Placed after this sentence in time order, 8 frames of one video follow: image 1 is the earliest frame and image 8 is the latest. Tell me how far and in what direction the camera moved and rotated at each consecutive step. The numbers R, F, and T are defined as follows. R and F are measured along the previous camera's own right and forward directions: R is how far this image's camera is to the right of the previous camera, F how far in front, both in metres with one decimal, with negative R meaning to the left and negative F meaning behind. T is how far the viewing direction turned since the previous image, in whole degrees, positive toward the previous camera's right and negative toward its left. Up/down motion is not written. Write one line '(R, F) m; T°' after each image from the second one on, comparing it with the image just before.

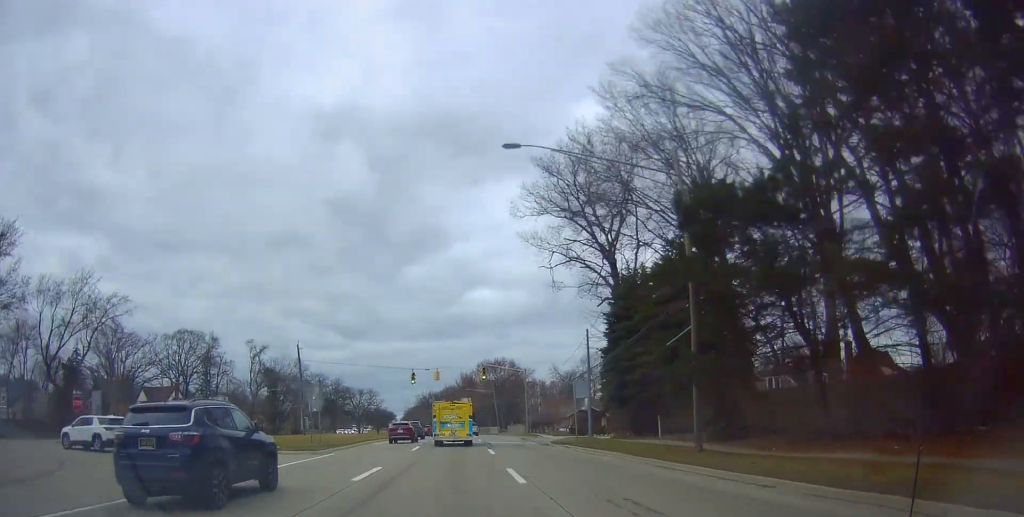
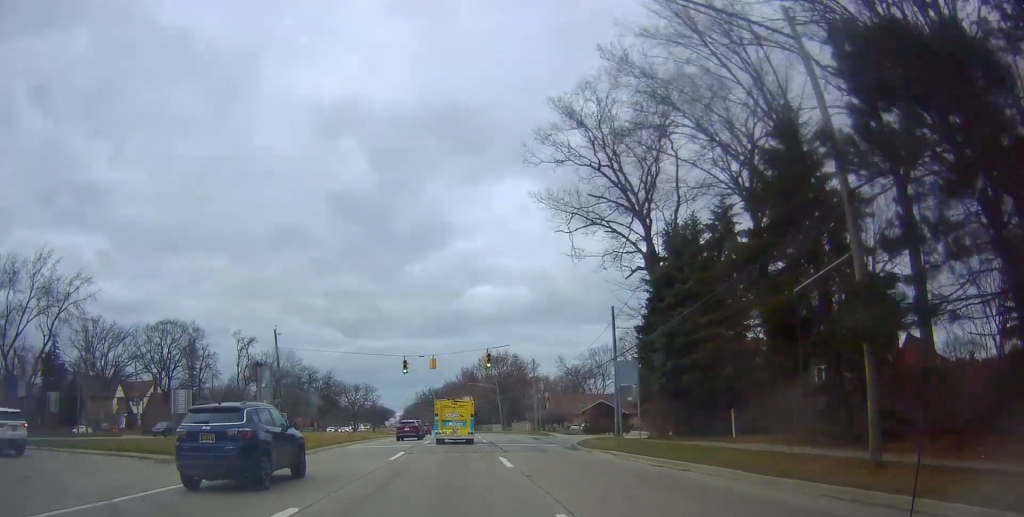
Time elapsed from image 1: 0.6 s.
(+0.1, +8.4) m; 0°
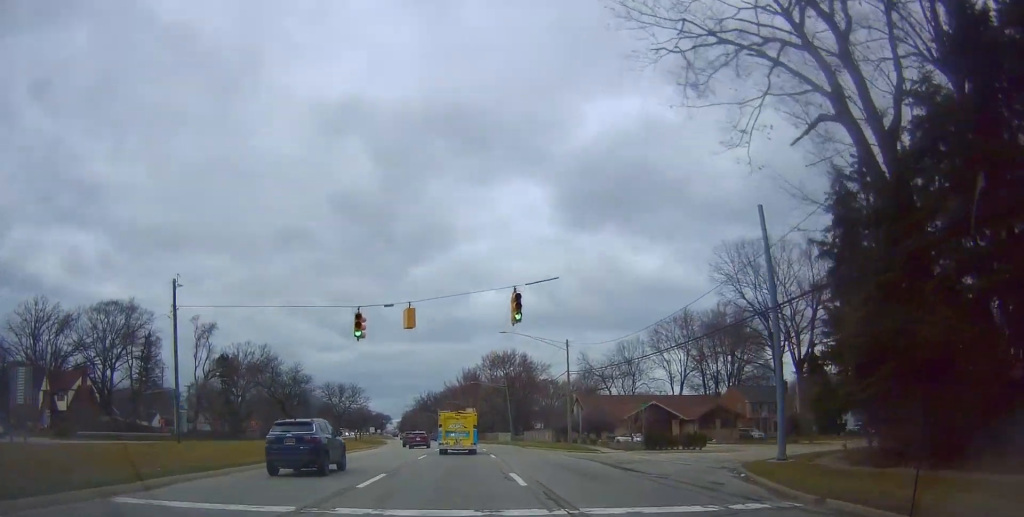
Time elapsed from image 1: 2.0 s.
(-0.1, +22.0) m; 0°
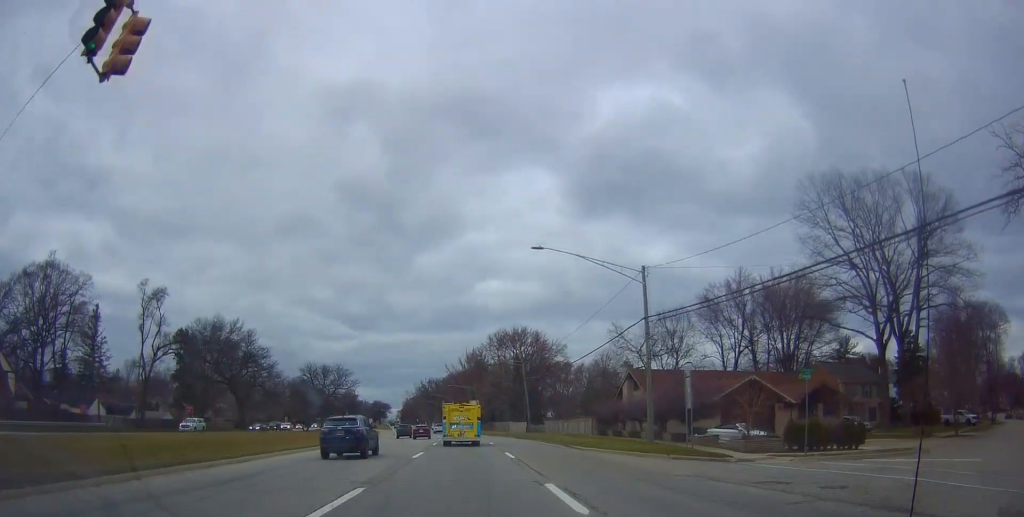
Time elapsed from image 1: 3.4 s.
(+0.2, +20.6) m; 0°
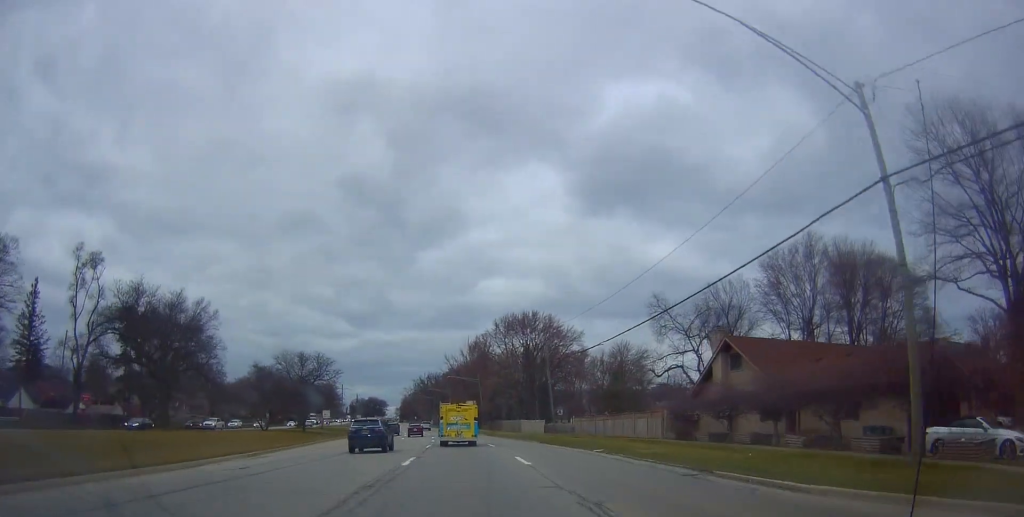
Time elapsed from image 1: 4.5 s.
(-0.1, +18.4) m; -1°
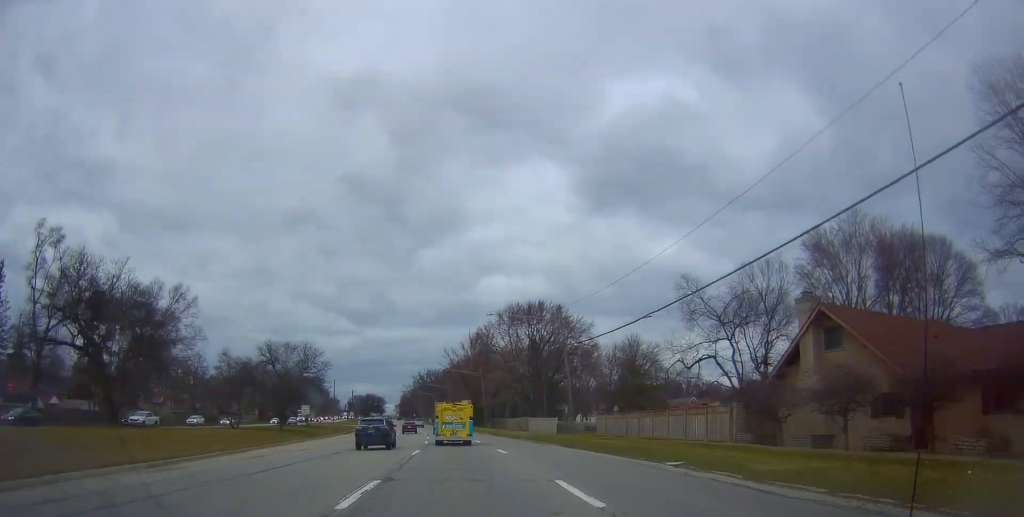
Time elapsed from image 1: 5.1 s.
(+0.3, +9.0) m; -1°
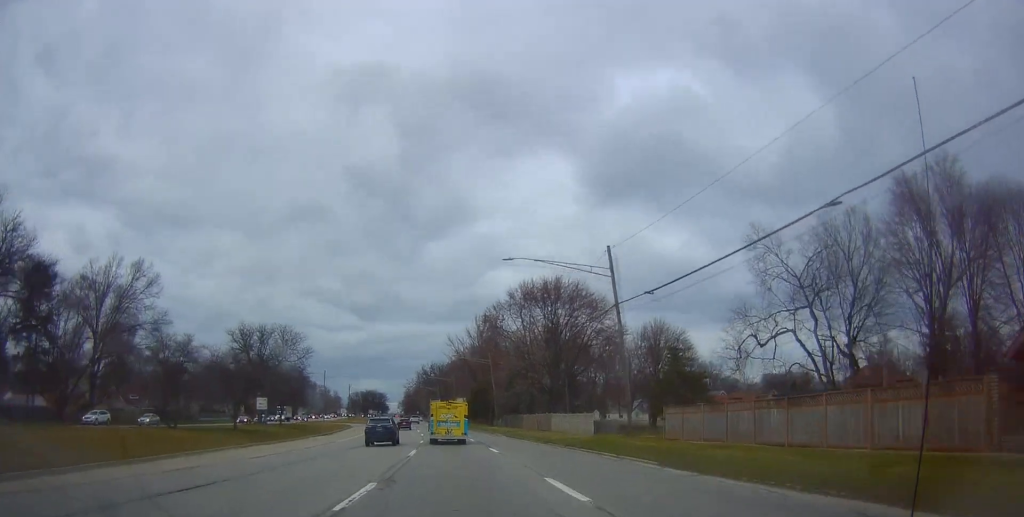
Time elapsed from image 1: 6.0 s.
(-0.7, +14.8) m; +1°
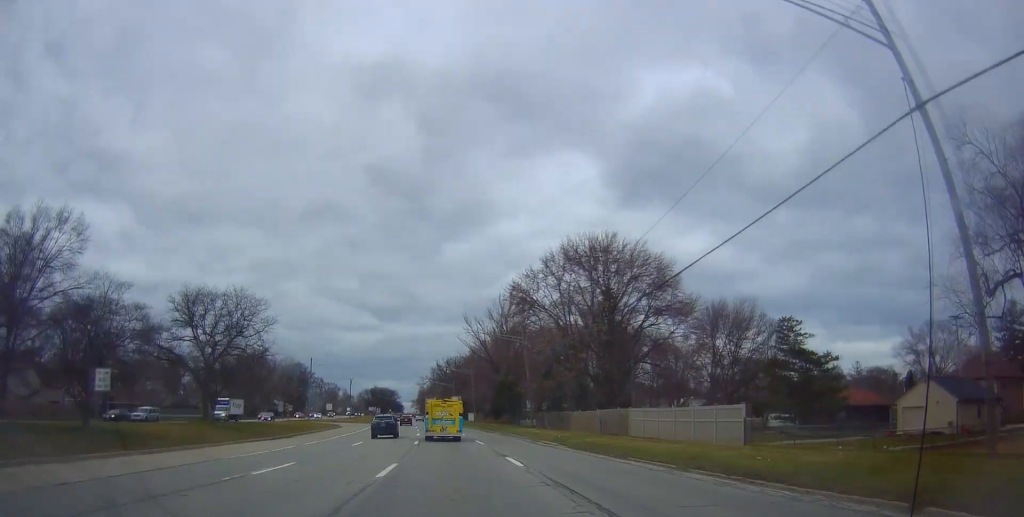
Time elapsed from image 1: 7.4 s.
(+0.8, +23.7) m; -2°
